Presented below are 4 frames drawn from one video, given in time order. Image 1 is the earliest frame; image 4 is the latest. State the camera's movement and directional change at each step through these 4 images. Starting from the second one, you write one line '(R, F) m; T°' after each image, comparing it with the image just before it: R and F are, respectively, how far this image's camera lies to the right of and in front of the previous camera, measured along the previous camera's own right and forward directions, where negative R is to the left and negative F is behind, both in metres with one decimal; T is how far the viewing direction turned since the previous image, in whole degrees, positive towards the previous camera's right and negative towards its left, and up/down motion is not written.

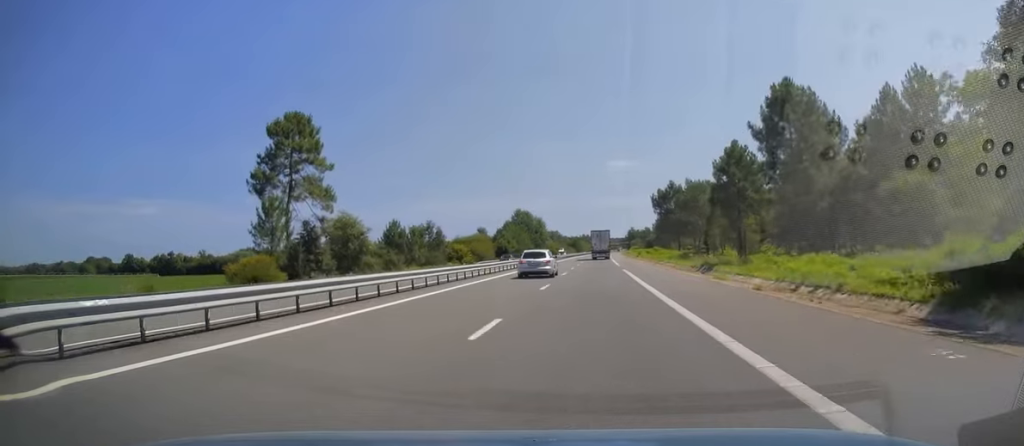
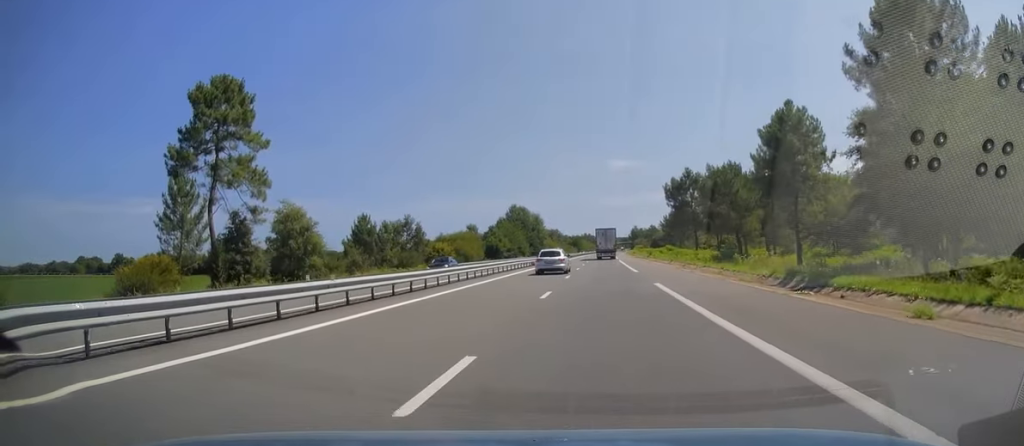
(-0.1, +17.5) m; 0°
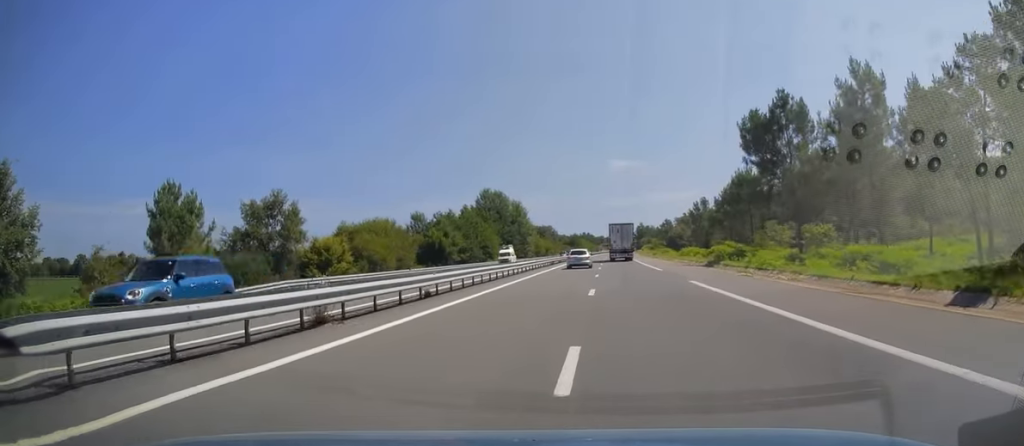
(-0.3, +51.4) m; 0°
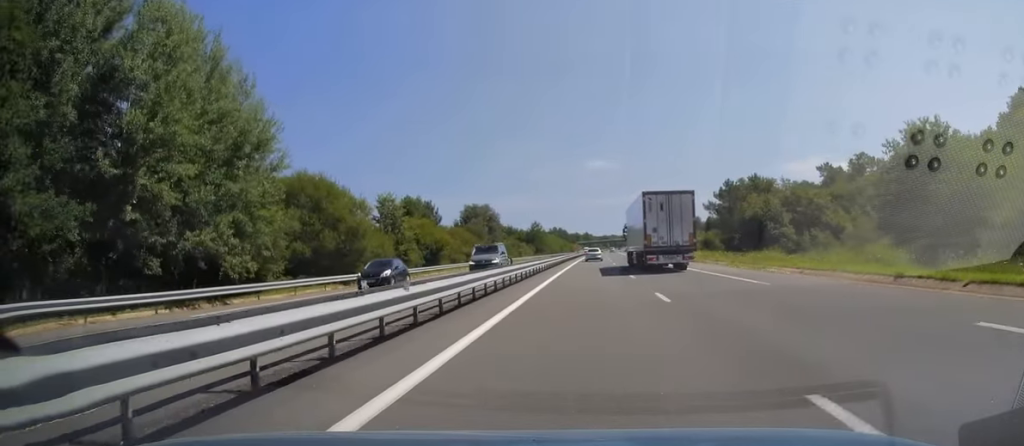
(+2.8, +121.2) m; +2°
